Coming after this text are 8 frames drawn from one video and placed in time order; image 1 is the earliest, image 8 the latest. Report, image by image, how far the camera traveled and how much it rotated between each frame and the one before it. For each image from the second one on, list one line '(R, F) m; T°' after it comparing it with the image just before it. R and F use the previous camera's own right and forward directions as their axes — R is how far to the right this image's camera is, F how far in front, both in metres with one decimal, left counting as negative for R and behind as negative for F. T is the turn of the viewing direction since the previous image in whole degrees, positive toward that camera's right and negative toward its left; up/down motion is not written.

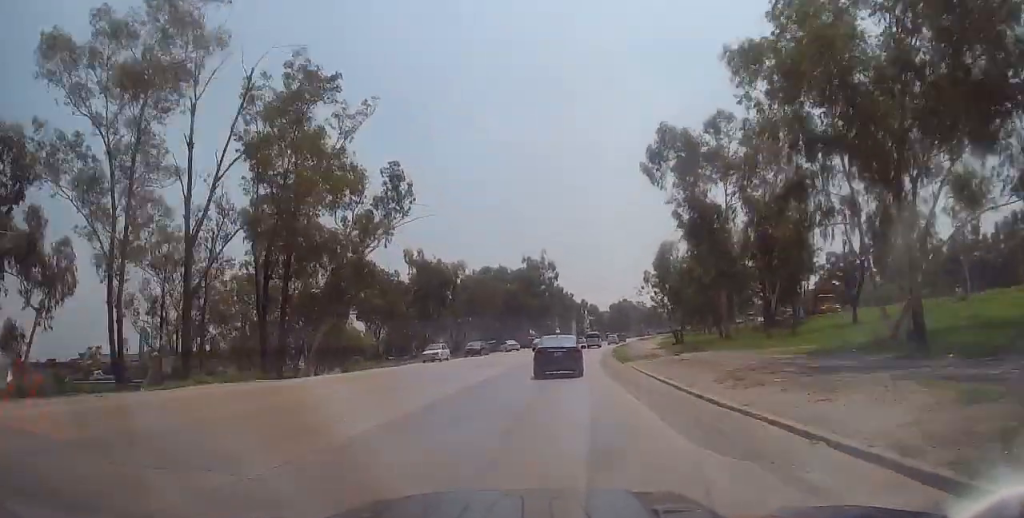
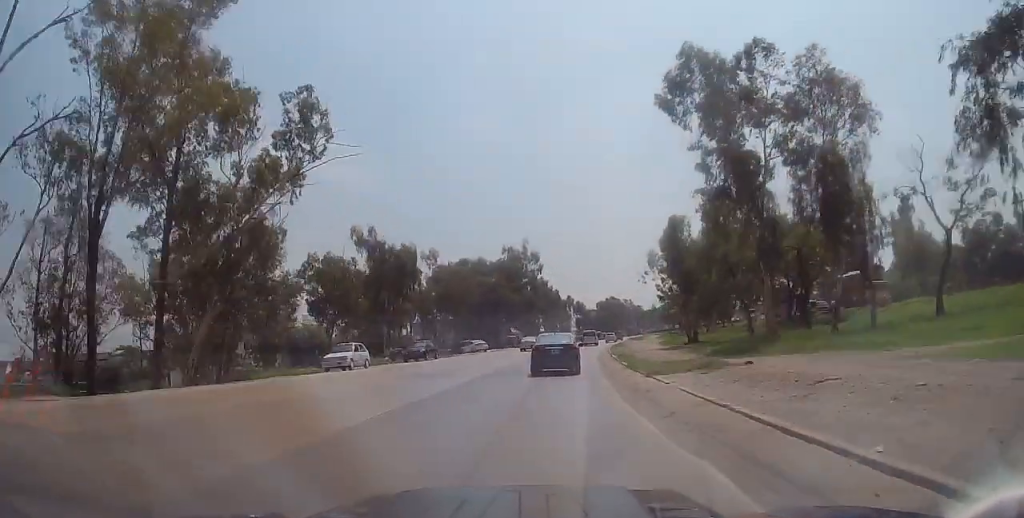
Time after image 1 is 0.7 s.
(-0.2, +12.0) m; 0°
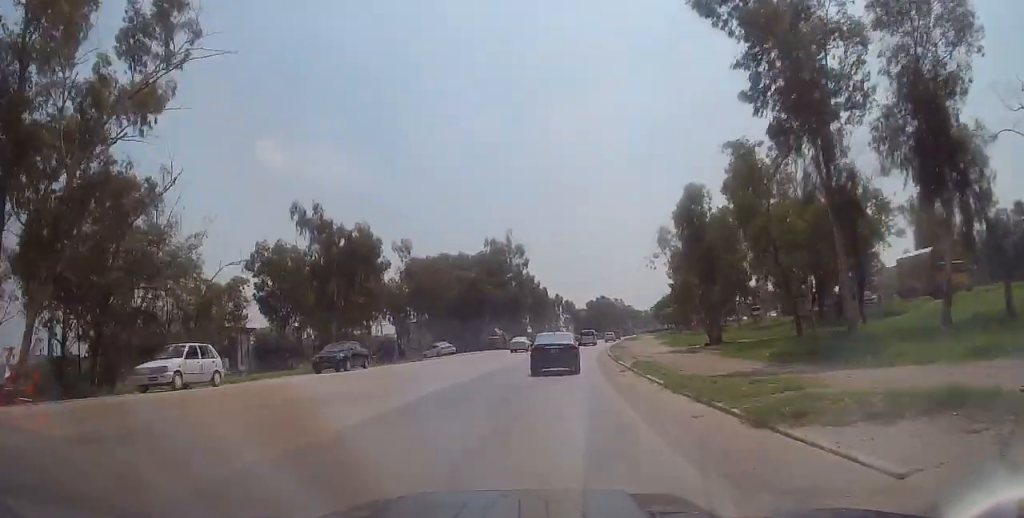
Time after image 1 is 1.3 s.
(0.0, +9.9) m; +1°
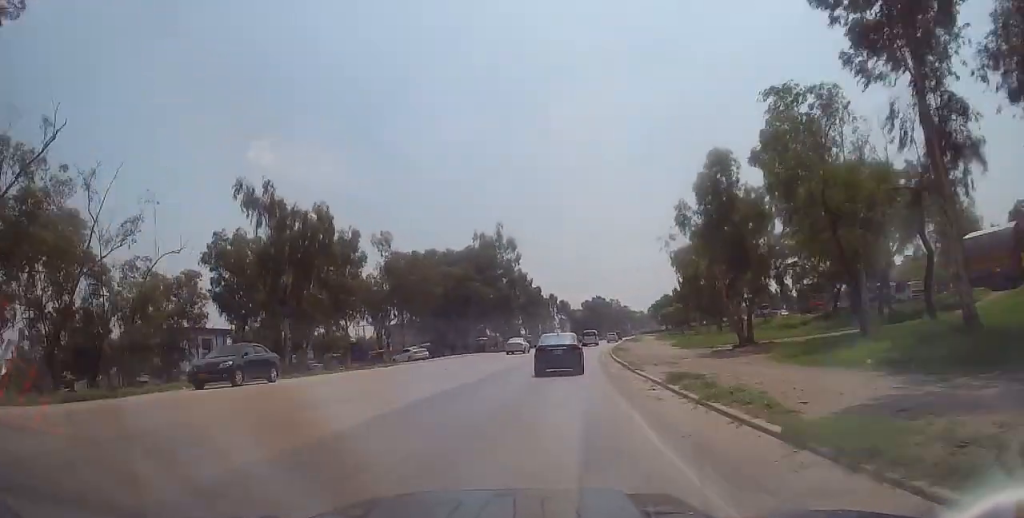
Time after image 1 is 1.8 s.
(-0.1, +7.1) m; +1°
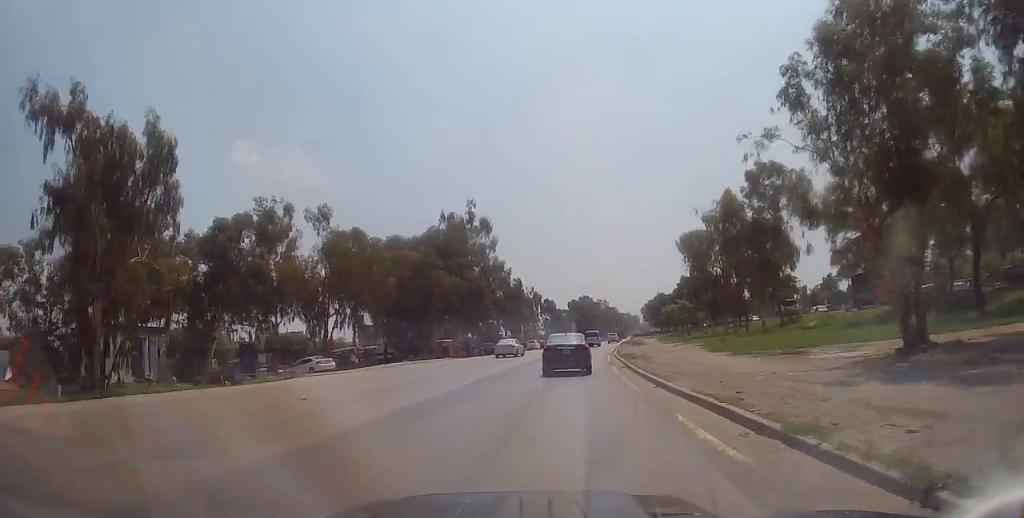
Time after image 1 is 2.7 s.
(+0.5, +16.1) m; +4°
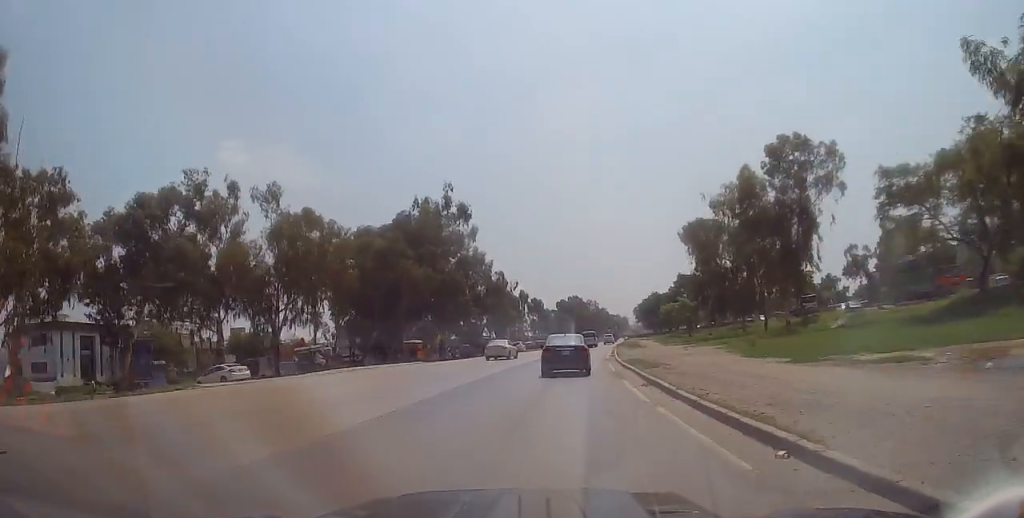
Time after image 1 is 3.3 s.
(+0.3, +8.8) m; 0°
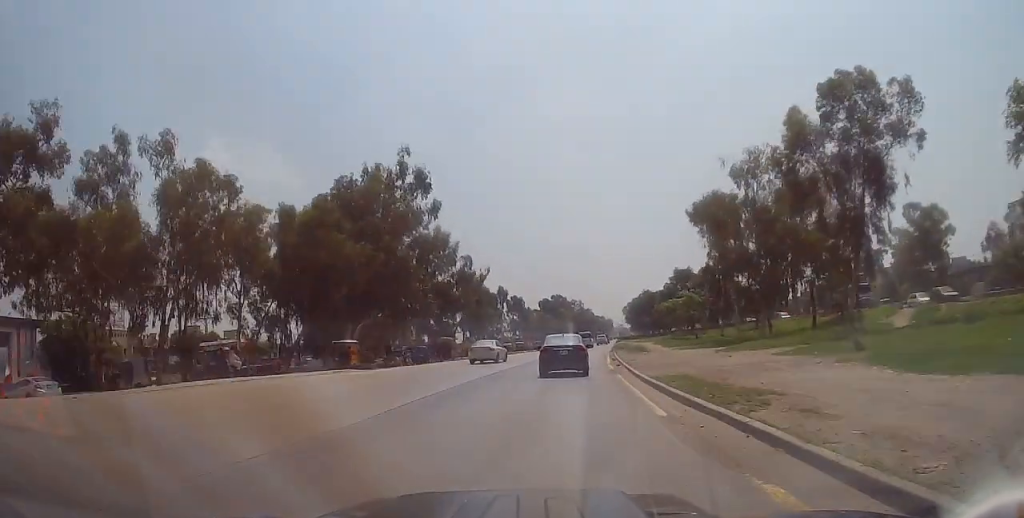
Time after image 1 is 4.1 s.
(+0.2, +13.3) m; 0°
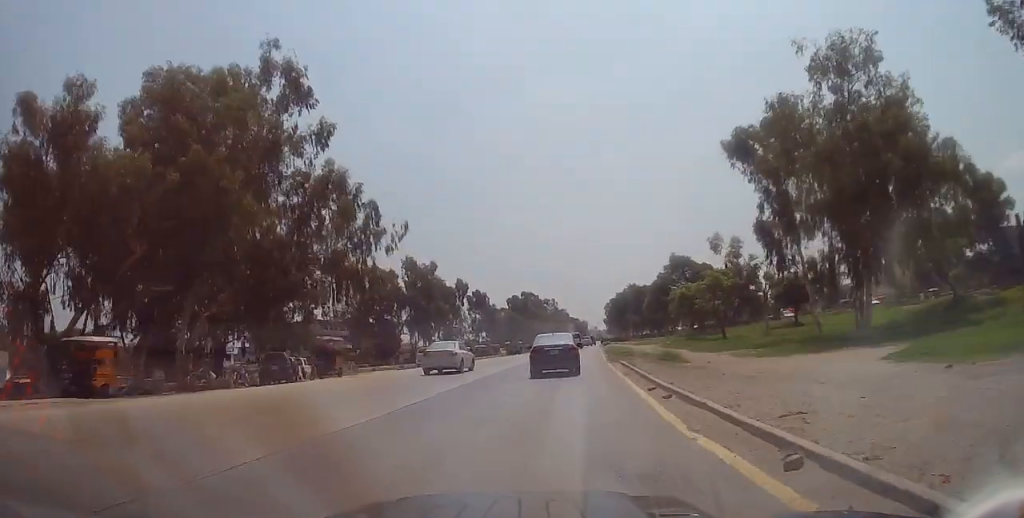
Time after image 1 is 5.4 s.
(-0.2, +21.8) m; +2°
